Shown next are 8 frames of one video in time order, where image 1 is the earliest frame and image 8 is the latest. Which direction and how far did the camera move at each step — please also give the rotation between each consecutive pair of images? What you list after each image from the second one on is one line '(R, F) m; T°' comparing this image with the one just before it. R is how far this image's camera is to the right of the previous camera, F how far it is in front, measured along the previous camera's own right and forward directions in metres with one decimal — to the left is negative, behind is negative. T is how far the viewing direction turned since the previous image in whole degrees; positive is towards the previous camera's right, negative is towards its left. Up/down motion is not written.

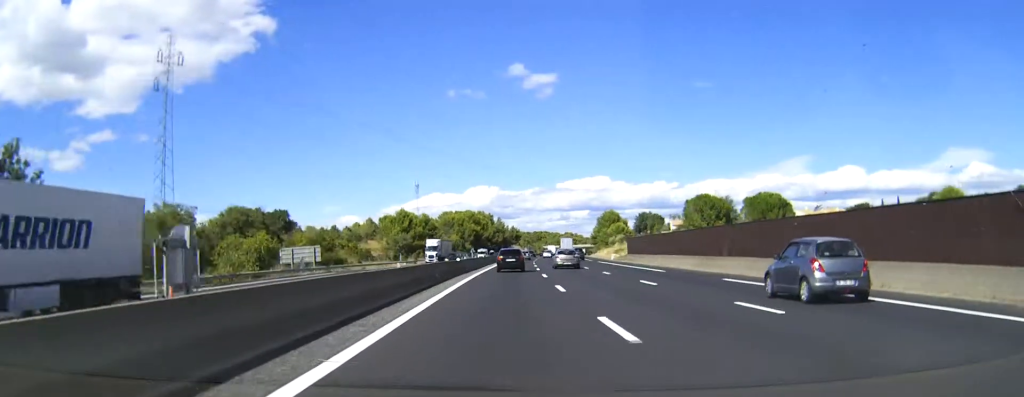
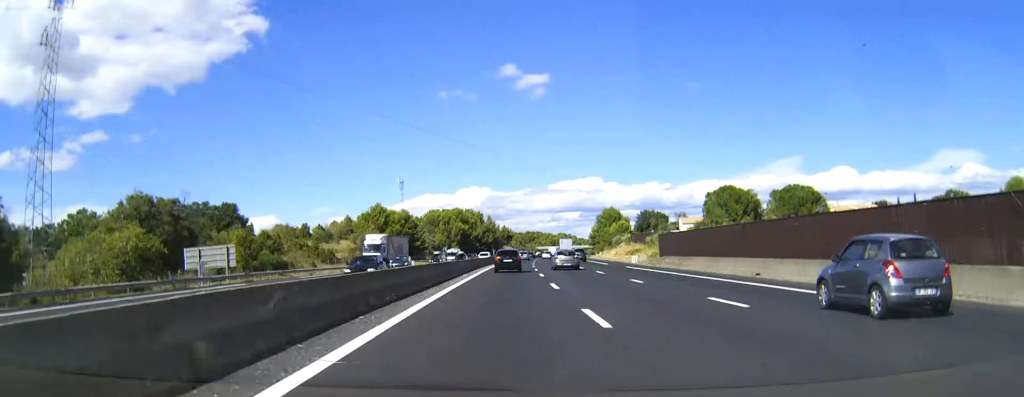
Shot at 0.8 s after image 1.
(+0.1, +24.1) m; +1°
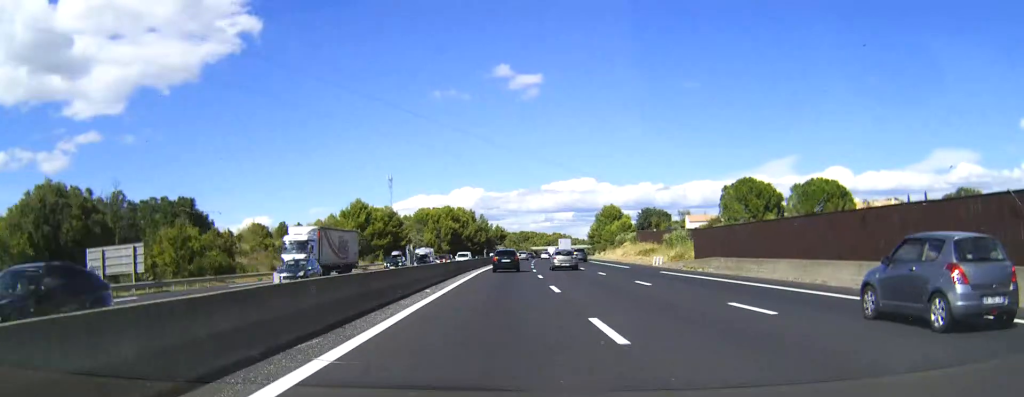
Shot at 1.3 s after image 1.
(+0.1, +15.0) m; 0°
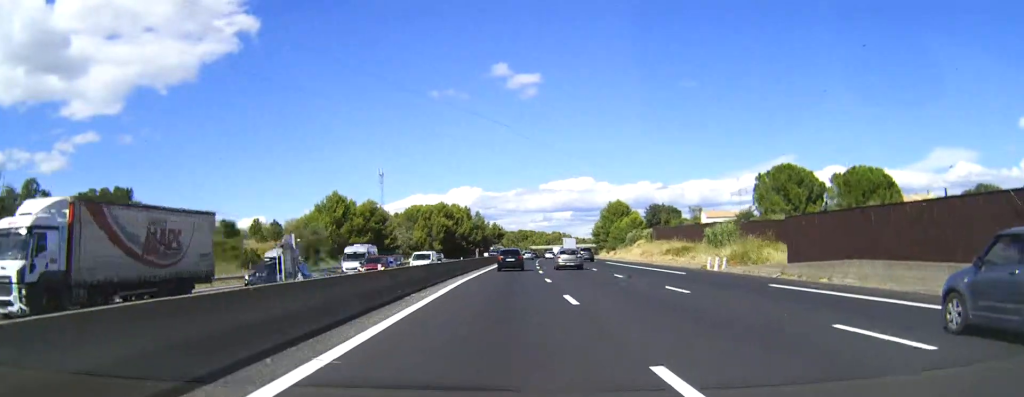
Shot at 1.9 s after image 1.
(+0.1, +19.1) m; +1°
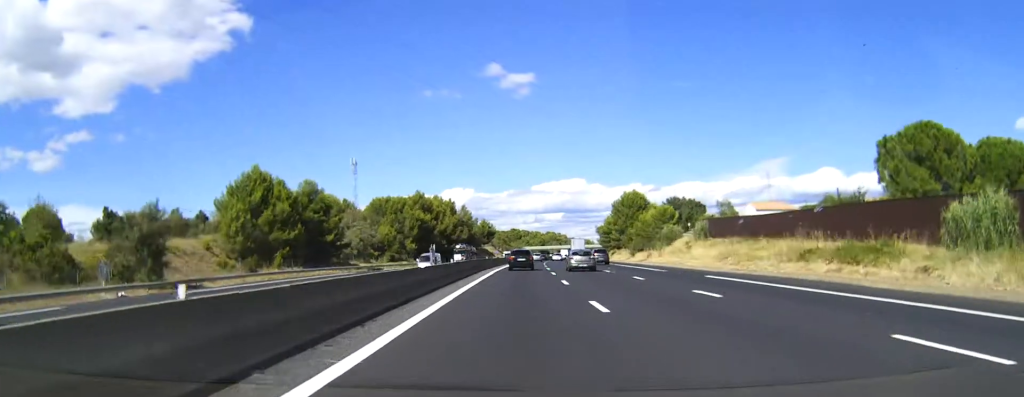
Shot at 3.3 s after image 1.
(+0.6, +41.3) m; +2°
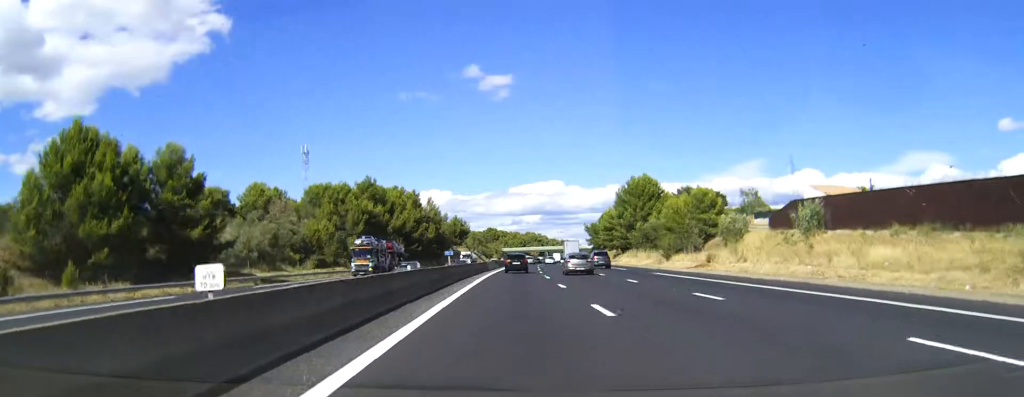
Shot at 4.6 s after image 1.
(+0.3, +40.1) m; 0°
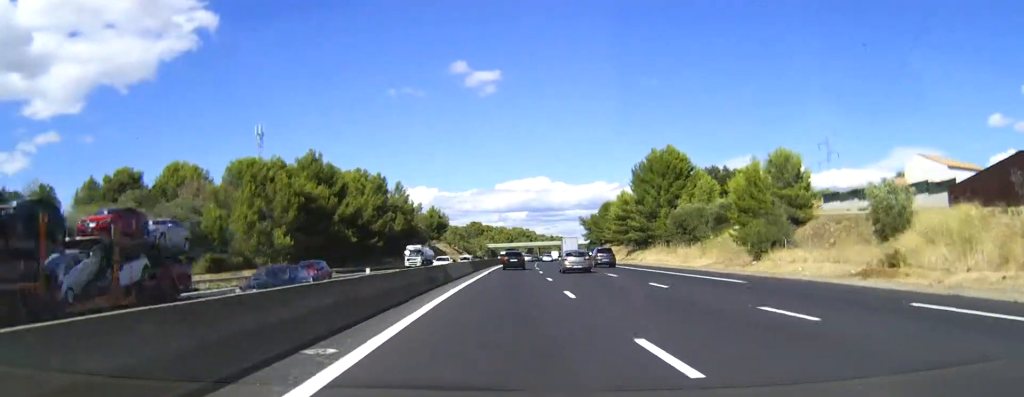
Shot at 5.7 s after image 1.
(0.0, +32.9) m; 0°
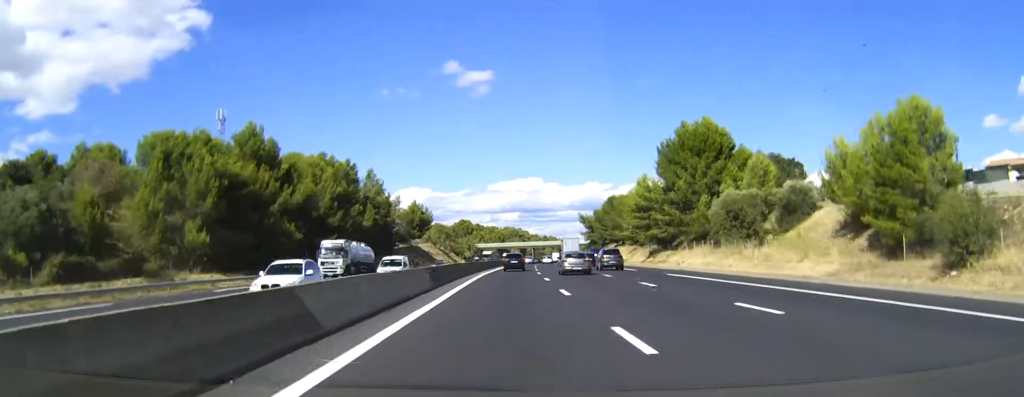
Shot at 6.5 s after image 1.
(0.0, +24.3) m; +1°
